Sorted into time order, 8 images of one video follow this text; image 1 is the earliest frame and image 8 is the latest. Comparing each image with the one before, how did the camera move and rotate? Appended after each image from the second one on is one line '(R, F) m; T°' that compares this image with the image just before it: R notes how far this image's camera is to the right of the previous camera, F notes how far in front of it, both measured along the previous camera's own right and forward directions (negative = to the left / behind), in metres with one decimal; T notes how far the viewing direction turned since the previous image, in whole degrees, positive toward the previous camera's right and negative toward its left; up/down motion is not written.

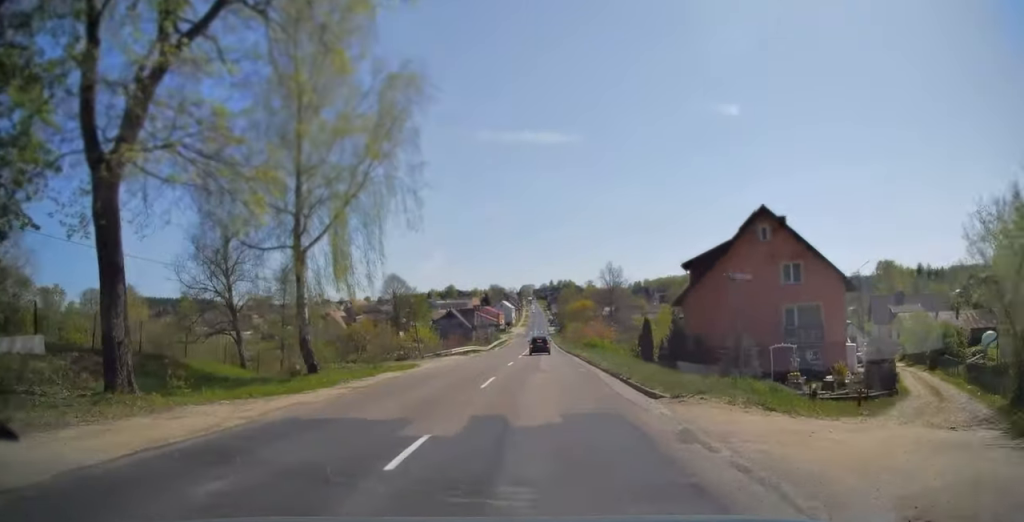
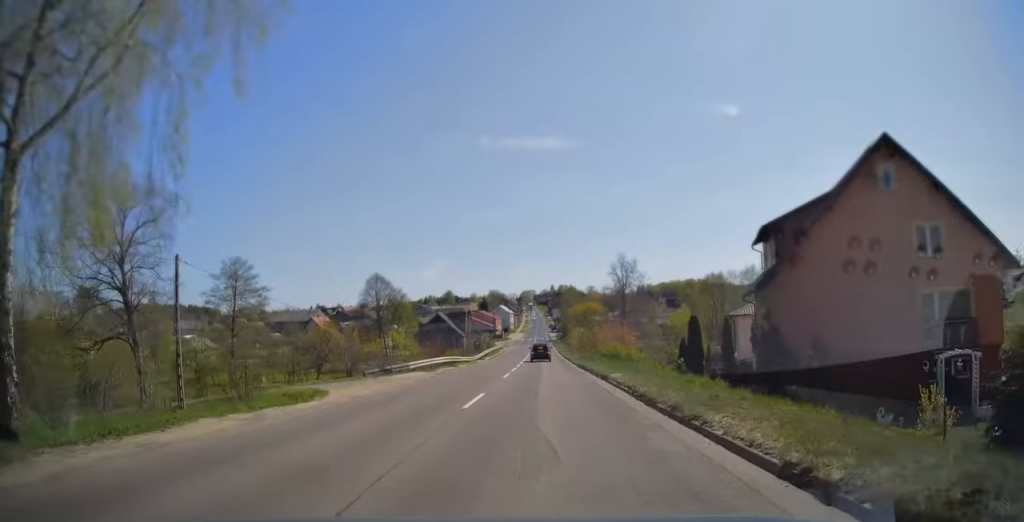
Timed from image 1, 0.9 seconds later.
(+0.1, +15.5) m; 0°
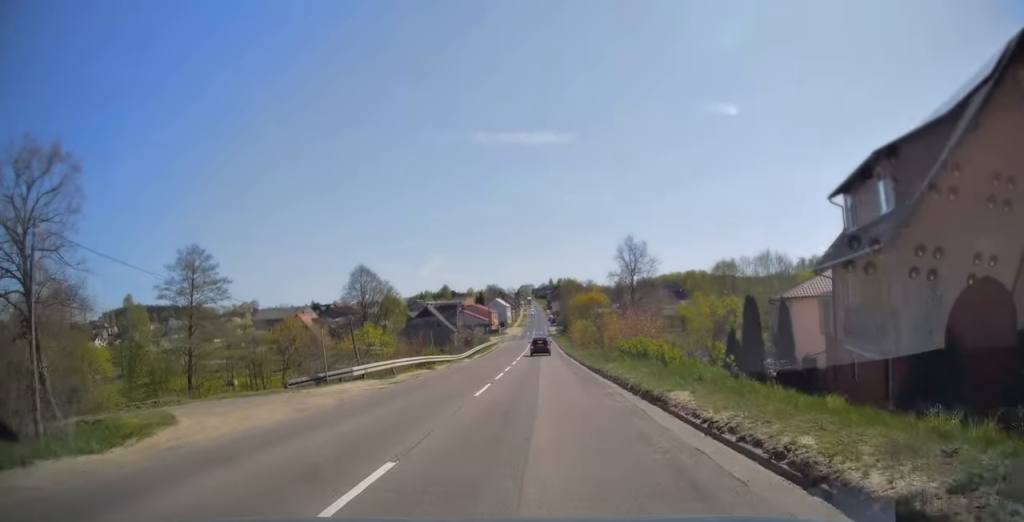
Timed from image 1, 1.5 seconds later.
(0.0, +9.8) m; 0°
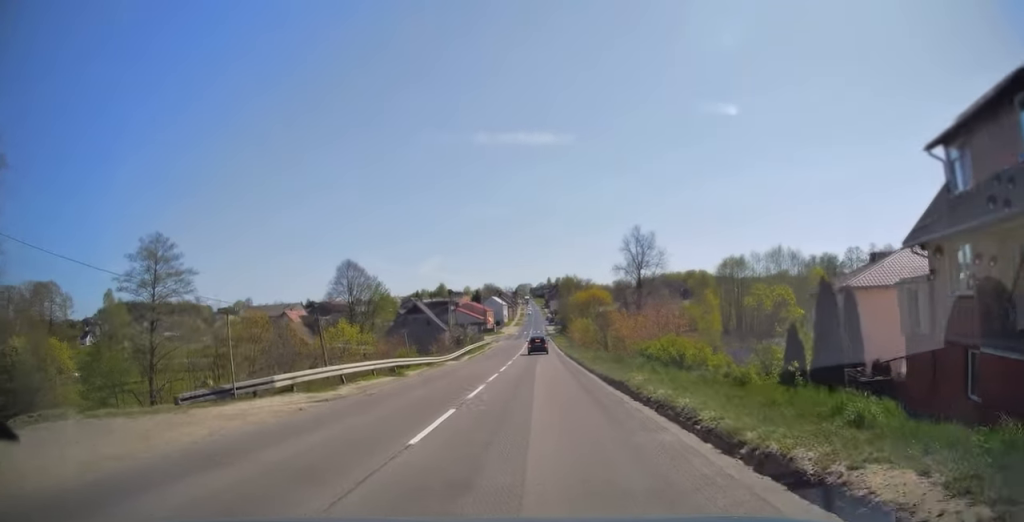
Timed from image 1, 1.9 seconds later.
(0.0, +7.0) m; 0°
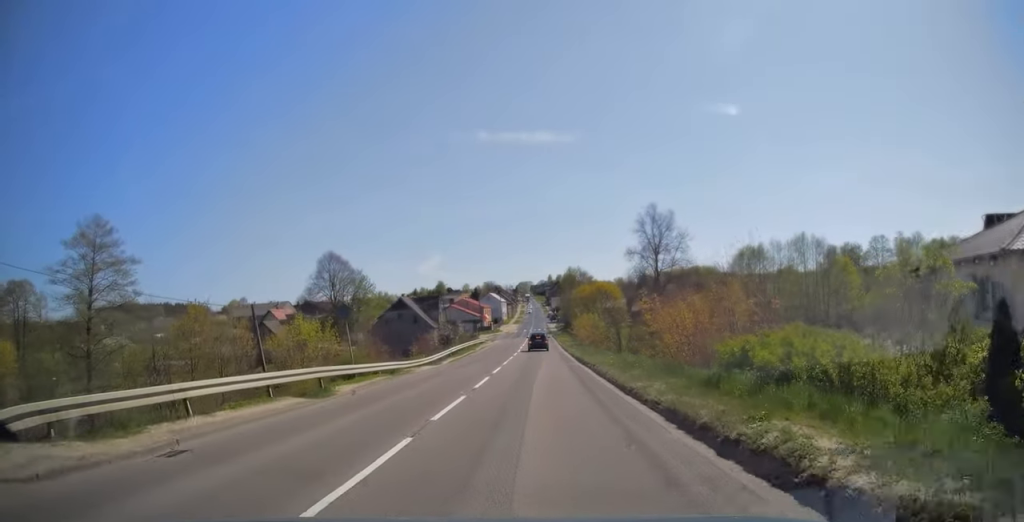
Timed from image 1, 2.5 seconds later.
(0.0, +10.2) m; 0°
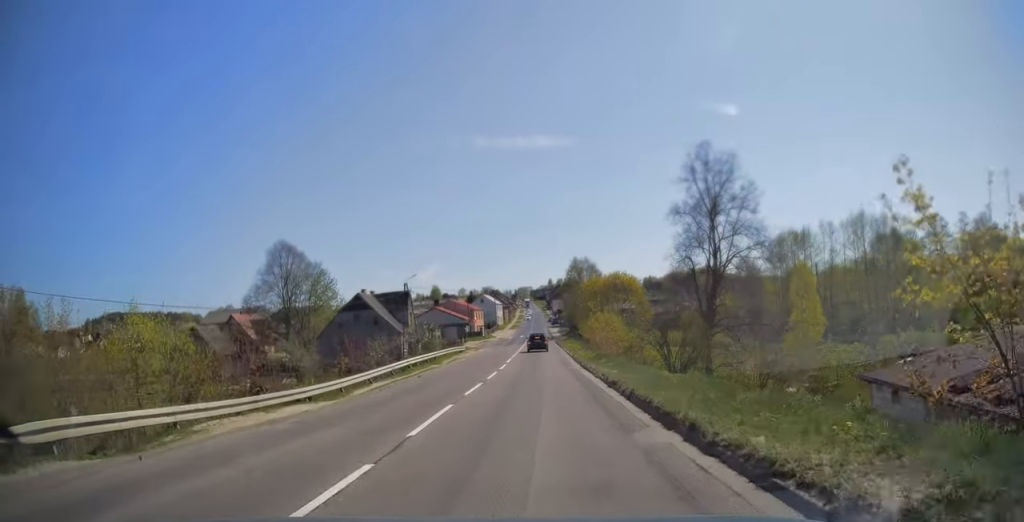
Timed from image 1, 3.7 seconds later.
(-0.1, +19.8) m; 0°
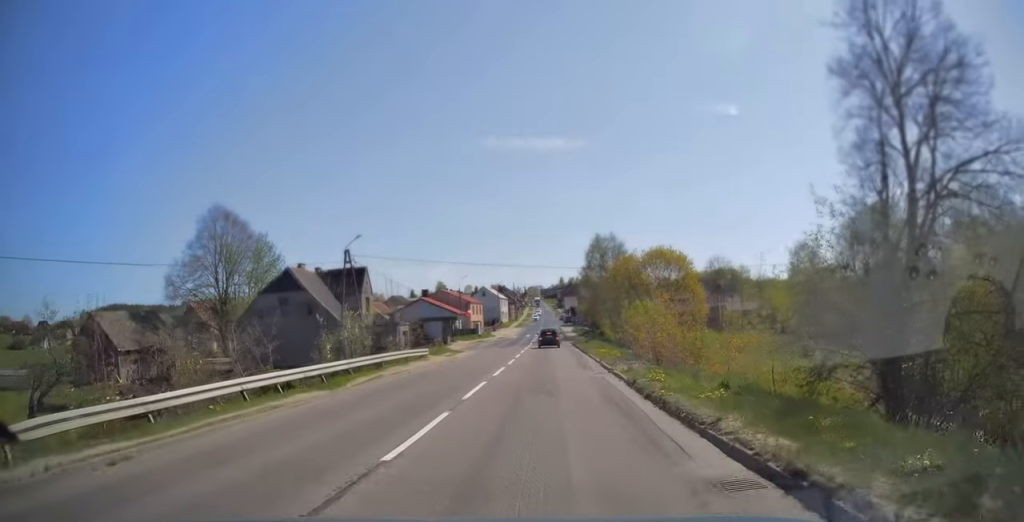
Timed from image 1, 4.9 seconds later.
(-0.1, +20.9) m; 0°
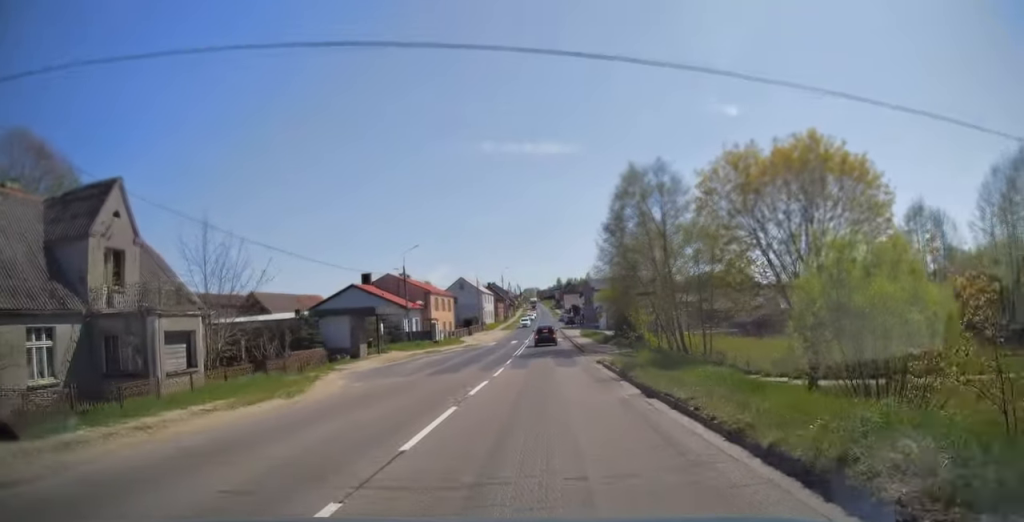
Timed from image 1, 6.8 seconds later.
(+0.1, +30.1) m; 0°
